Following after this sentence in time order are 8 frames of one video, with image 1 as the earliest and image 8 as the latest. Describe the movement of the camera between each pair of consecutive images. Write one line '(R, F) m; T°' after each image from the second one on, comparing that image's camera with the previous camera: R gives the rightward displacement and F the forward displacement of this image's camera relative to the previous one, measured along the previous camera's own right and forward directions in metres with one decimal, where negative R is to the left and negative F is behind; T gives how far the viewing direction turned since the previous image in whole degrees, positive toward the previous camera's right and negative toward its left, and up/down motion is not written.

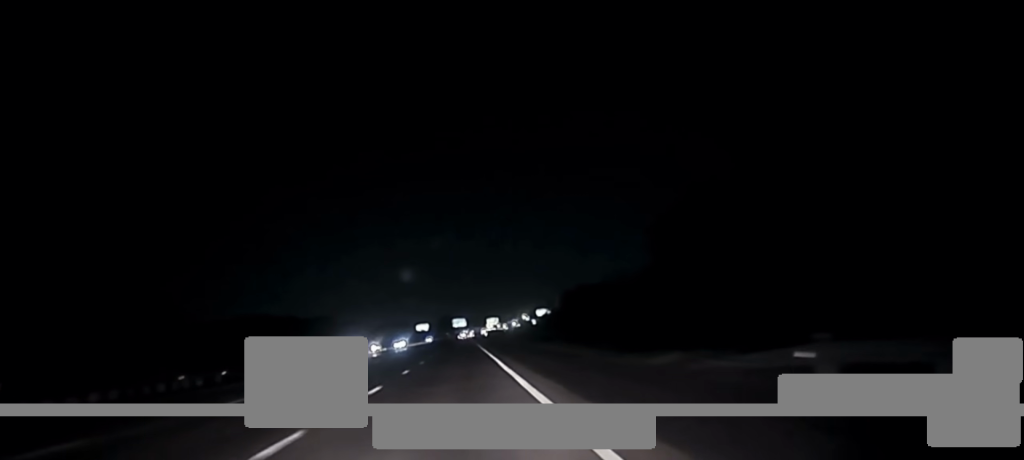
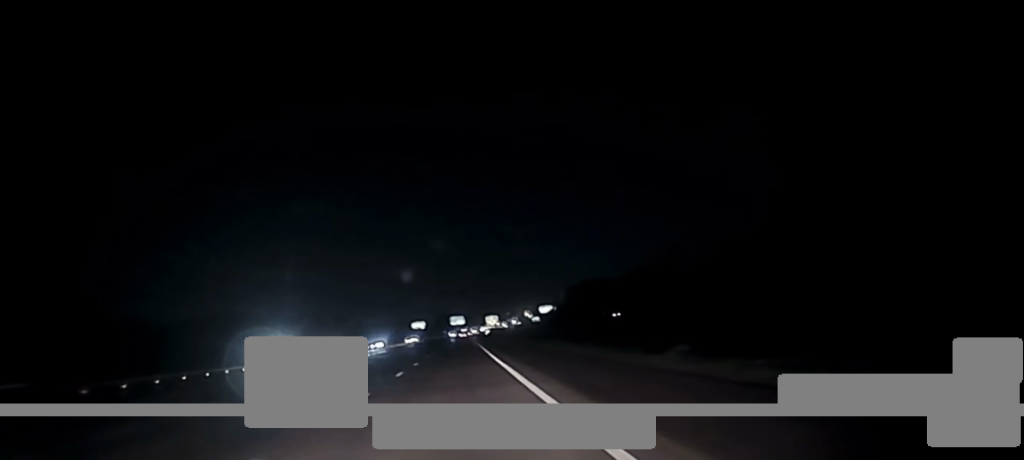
(-0.2, +36.0) m; 0°
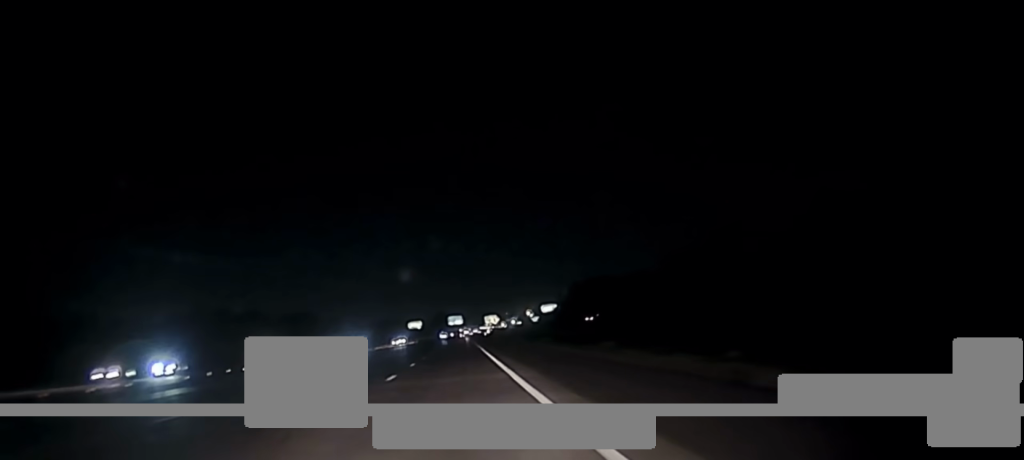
(0.0, +24.4) m; 0°
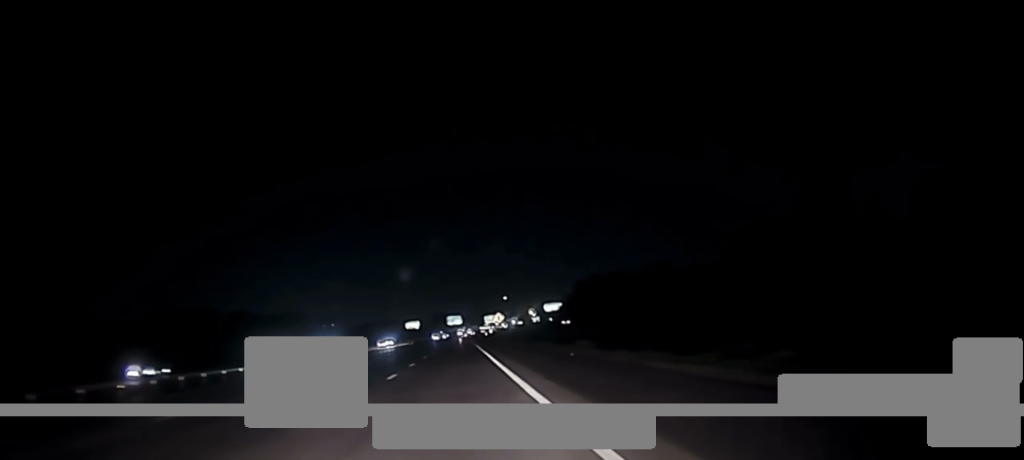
(+0.1, +22.7) m; 0°
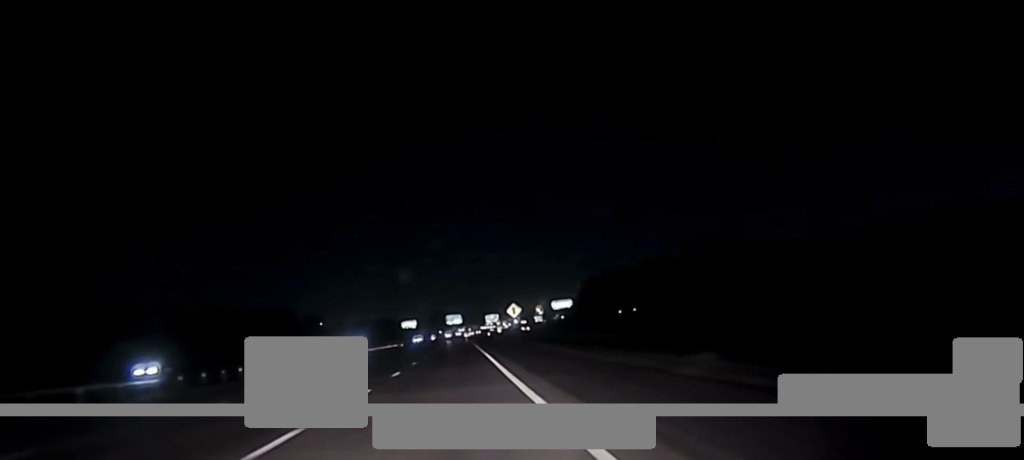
(-0.1, +47.8) m; -1°
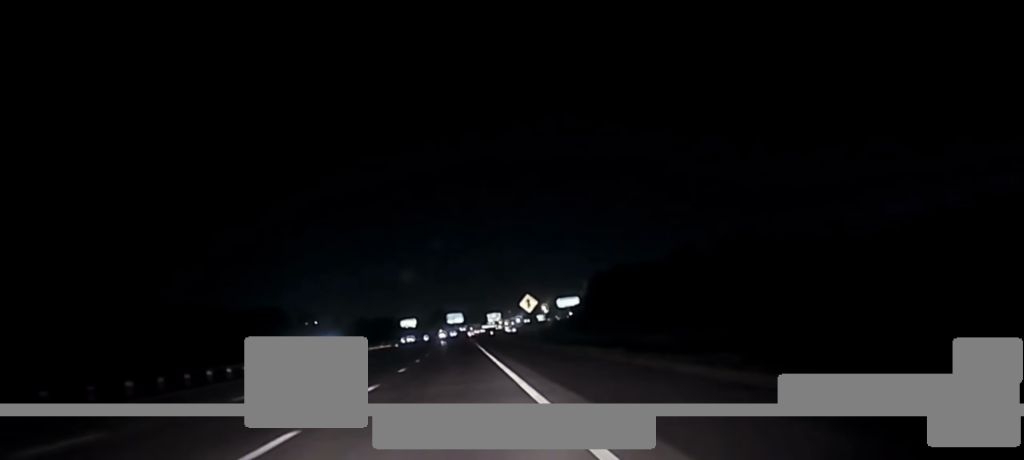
(-0.1, +24.7) m; 0°
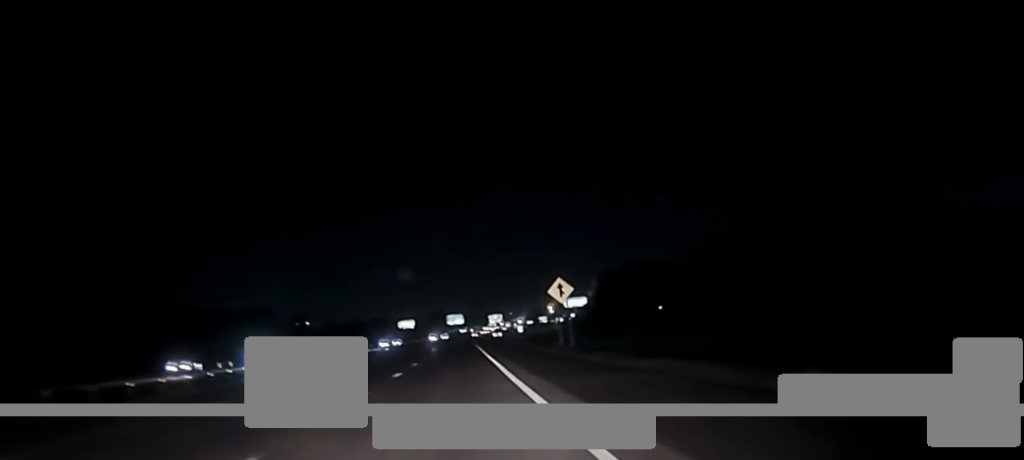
(0.0, +29.1) m; 0°
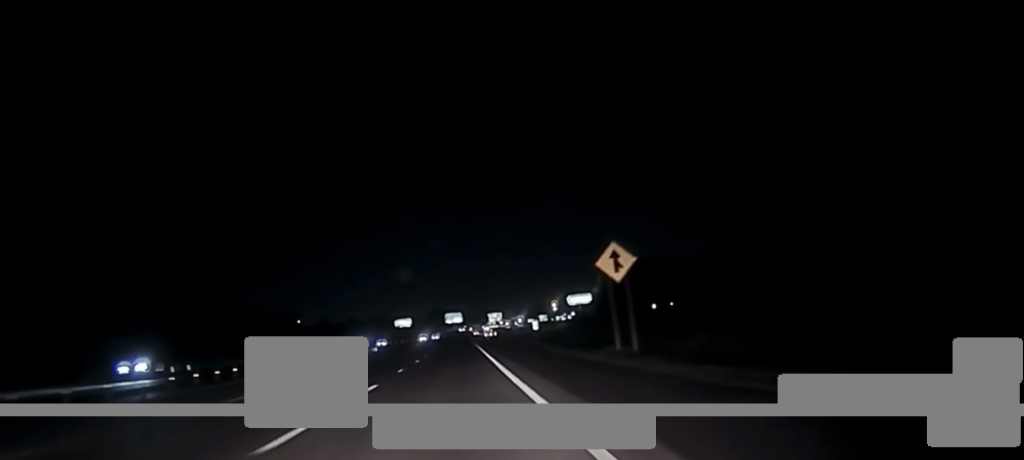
(0.0, +19.7) m; 0°
